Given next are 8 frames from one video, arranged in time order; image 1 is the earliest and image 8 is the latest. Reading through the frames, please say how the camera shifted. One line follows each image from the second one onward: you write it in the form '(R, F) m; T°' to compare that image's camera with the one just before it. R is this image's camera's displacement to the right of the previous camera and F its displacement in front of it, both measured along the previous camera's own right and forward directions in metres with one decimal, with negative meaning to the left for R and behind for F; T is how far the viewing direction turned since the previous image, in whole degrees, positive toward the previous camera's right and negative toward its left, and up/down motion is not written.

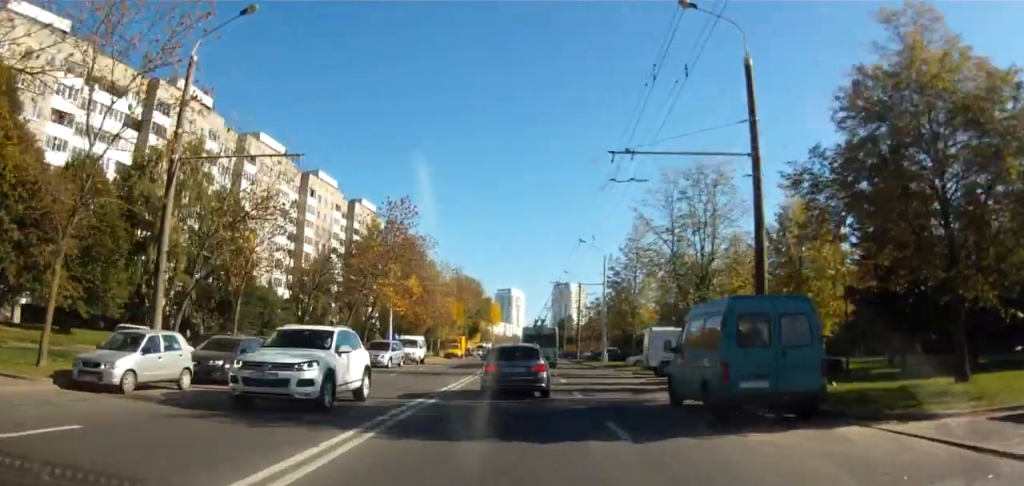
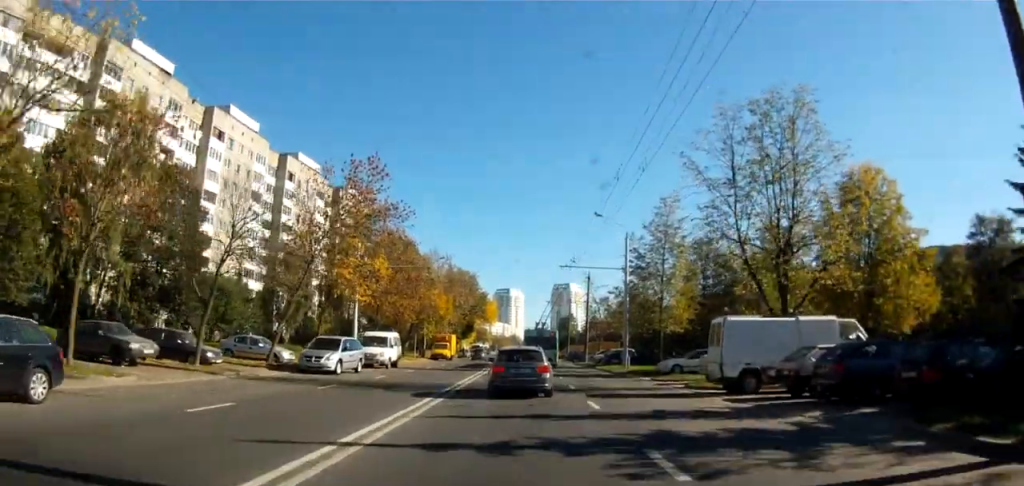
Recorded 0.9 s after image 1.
(0.0, +10.6) m; 0°
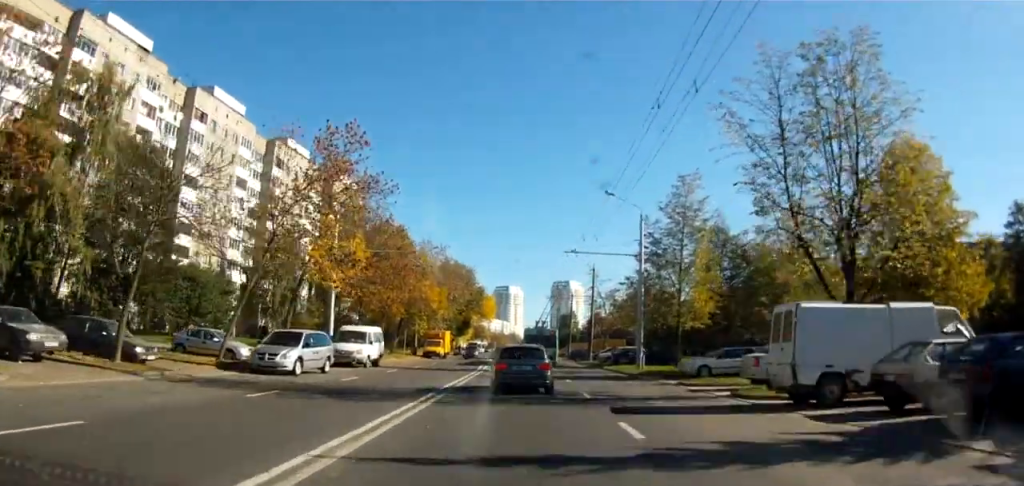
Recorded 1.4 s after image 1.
(0.0, +5.1) m; 0°
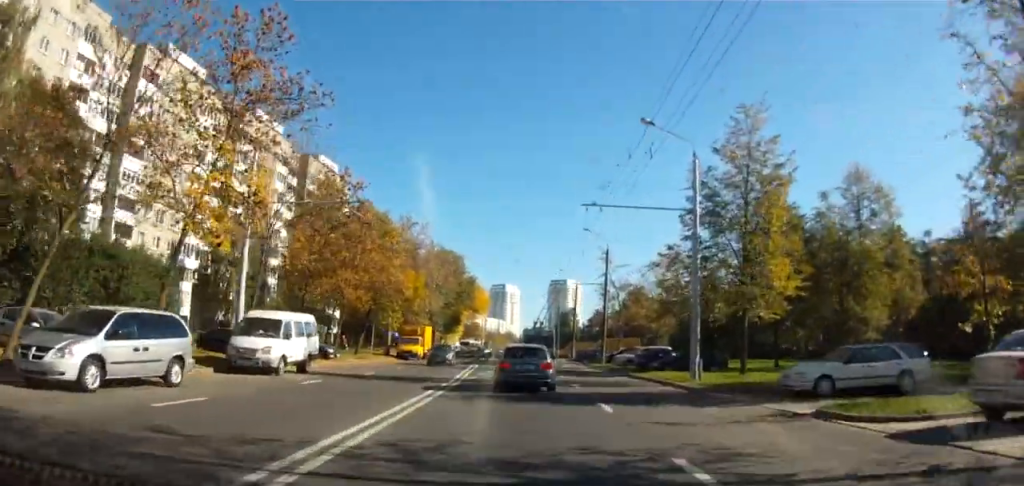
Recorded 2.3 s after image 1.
(0.0, +11.2) m; 0°
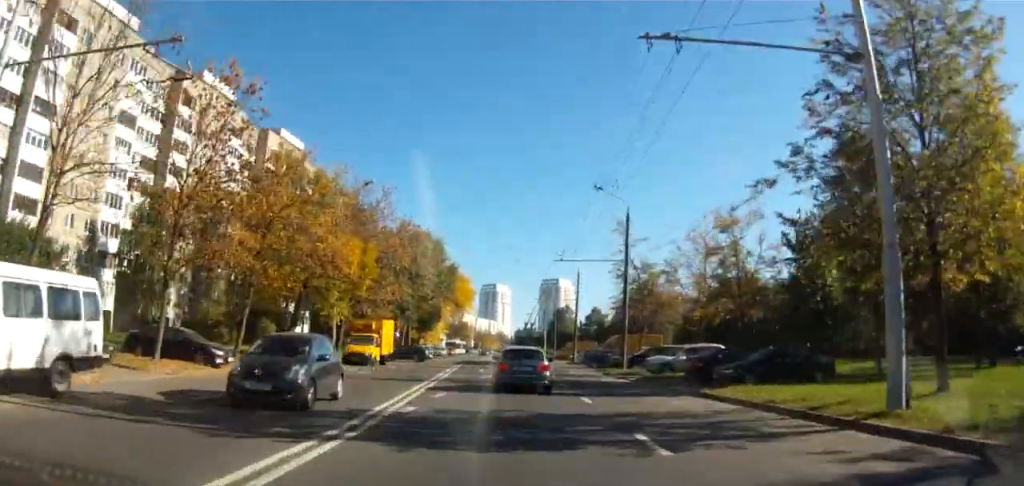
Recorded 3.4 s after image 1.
(0.0, +13.3) m; 0°
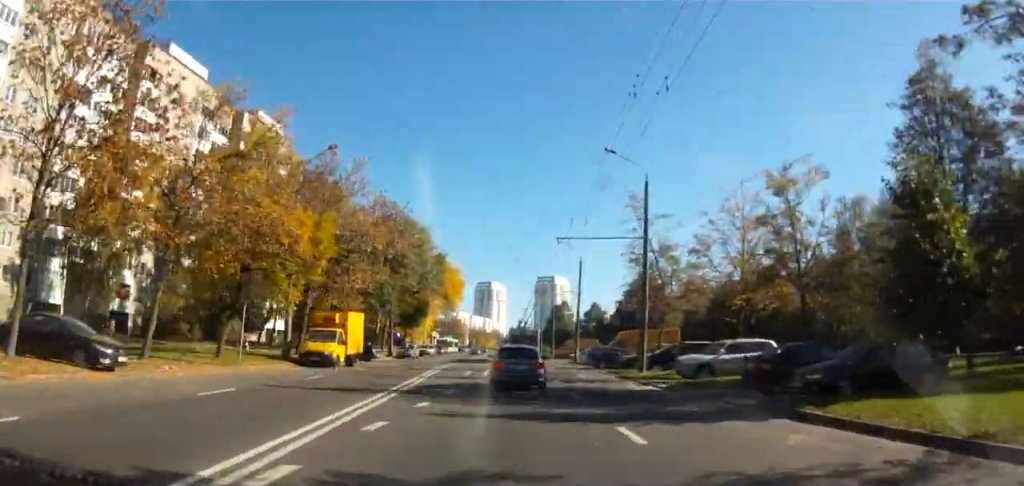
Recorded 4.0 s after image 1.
(0.0, +6.7) m; 0°
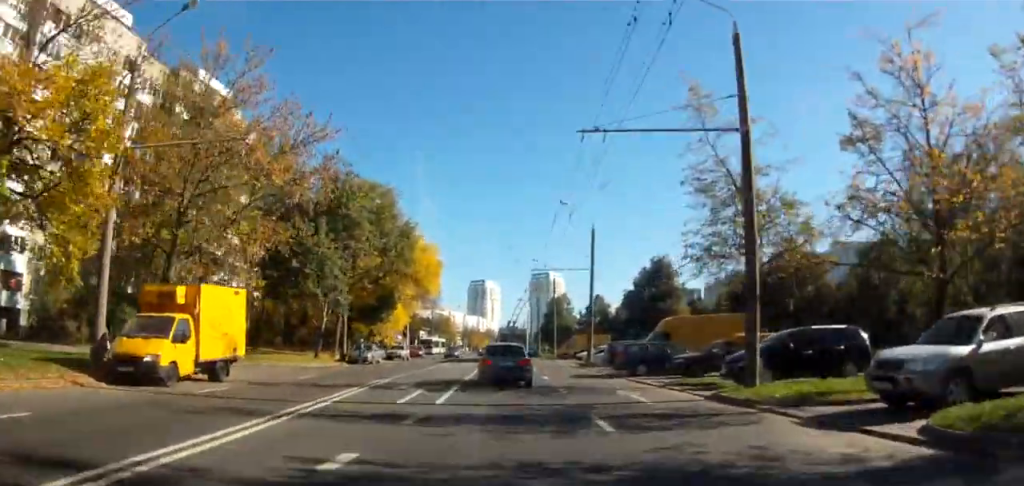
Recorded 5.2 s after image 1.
(0.0, +14.6) m; 0°
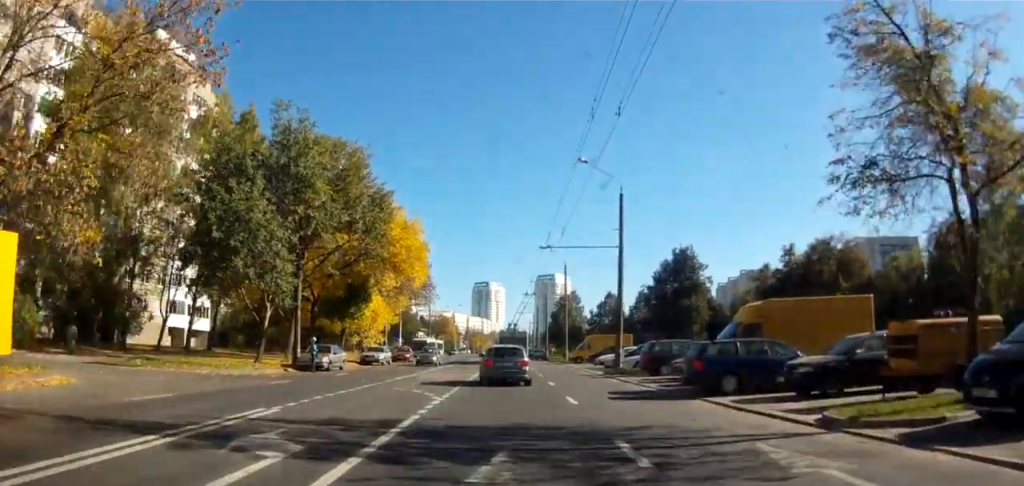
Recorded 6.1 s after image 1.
(0.0, +10.8) m; +1°
